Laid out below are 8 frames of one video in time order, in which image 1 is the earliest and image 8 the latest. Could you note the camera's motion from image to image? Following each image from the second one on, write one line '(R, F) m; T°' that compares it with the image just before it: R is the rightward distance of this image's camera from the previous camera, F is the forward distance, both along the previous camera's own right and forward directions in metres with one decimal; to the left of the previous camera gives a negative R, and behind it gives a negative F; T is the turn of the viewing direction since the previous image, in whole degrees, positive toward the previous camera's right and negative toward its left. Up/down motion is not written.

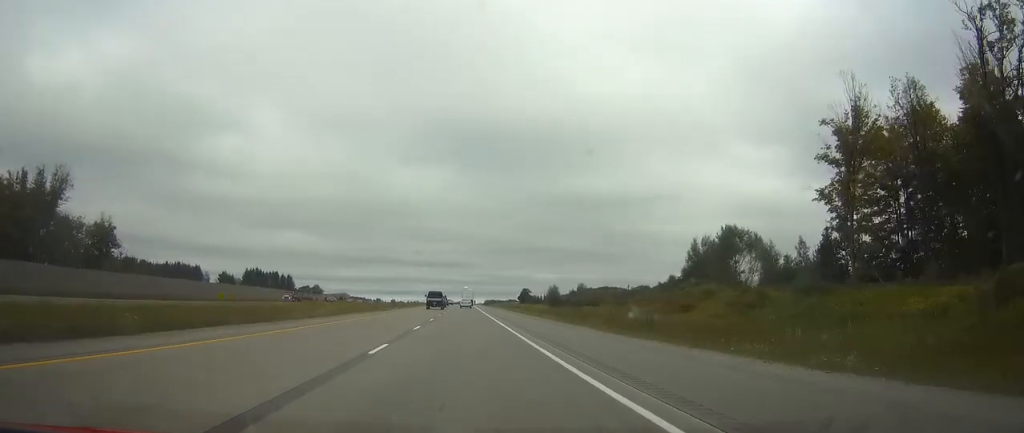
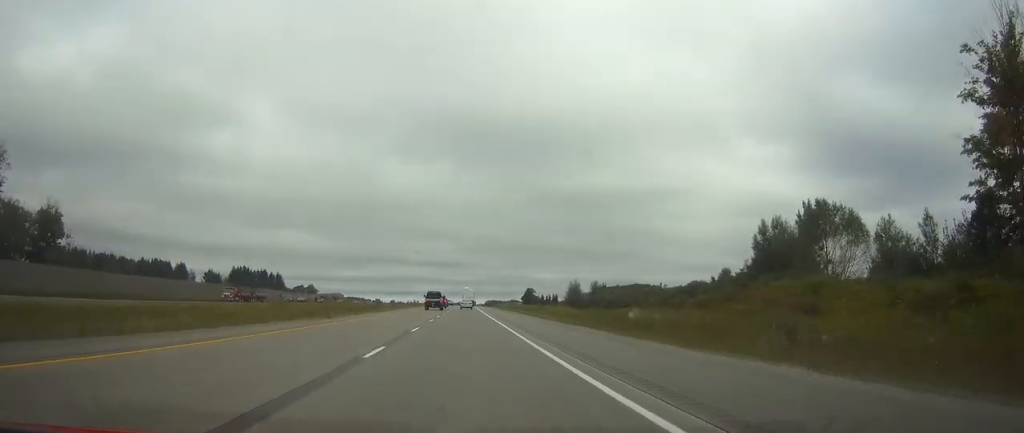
(0.0, +25.2) m; 0°
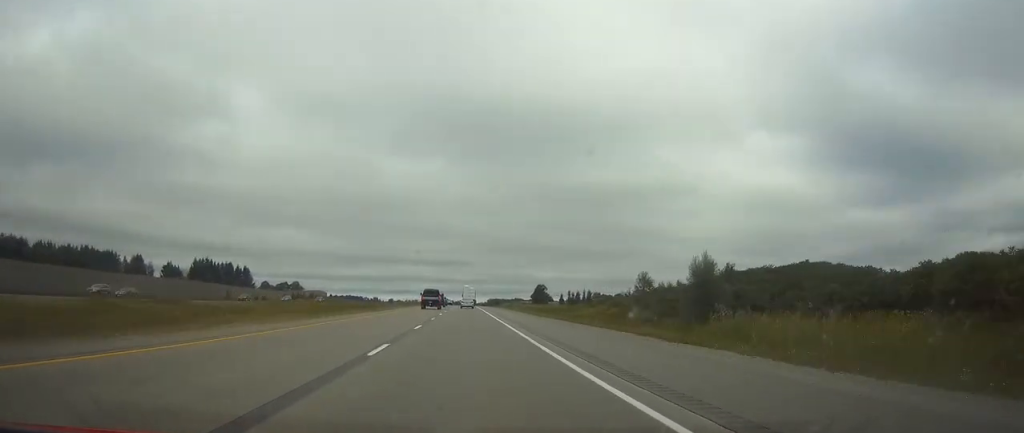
(+0.1, +60.1) m; 0°
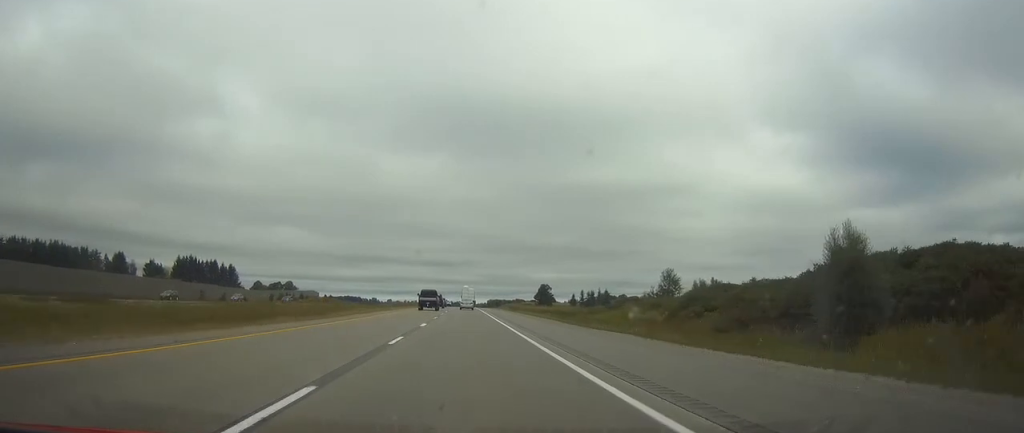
(0.0, +20.6) m; 0°
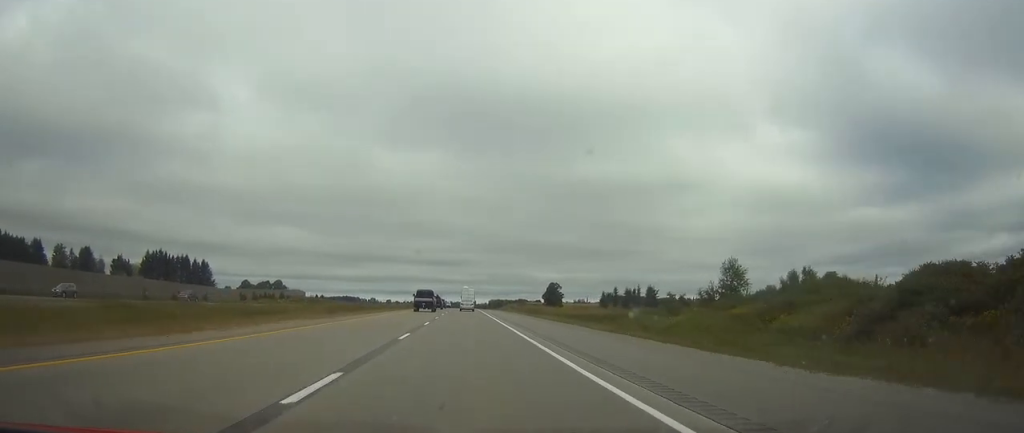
(0.0, +34.6) m; 0°
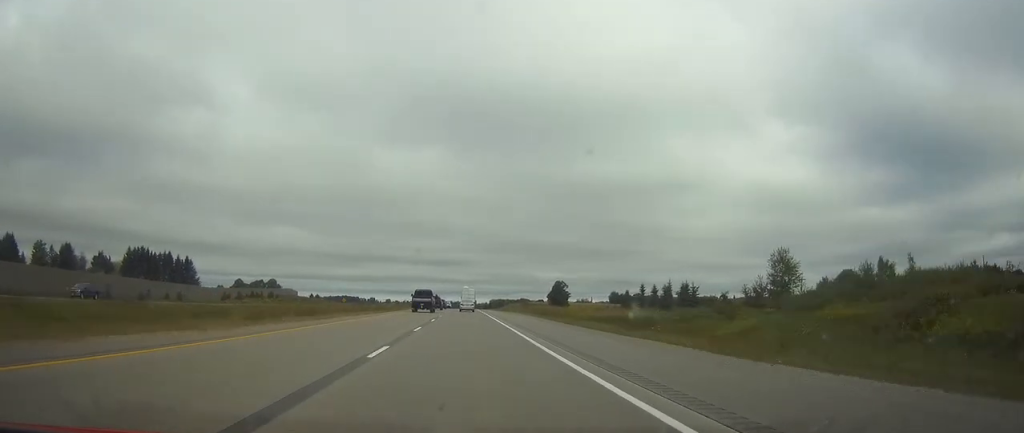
(0.0, +18.3) m; 0°
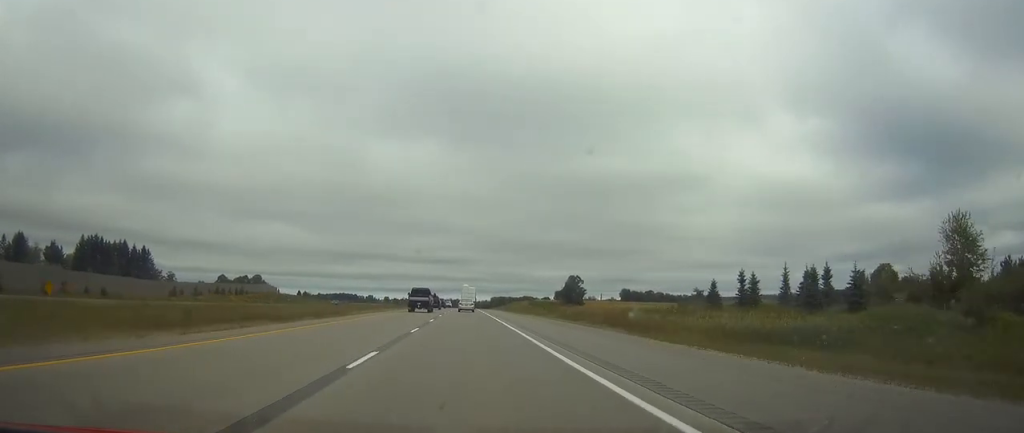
(+0.1, +38.6) m; 0°
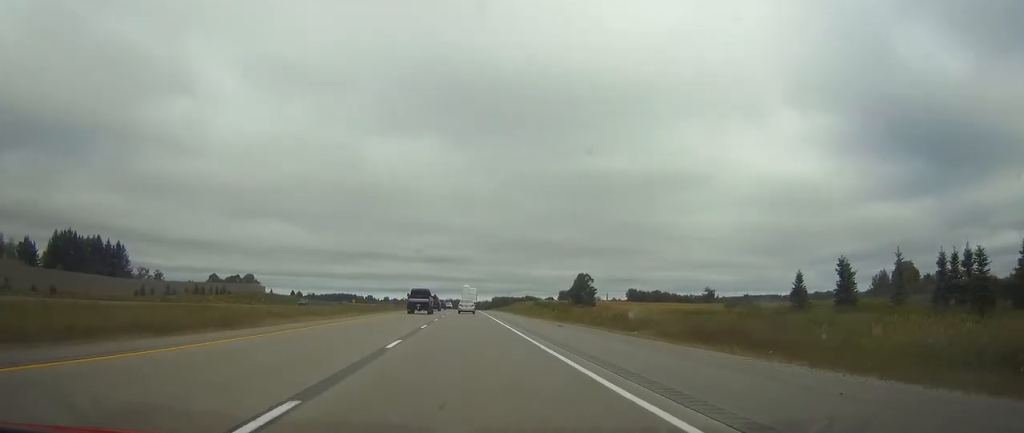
(0.0, +19.2) m; 0°
